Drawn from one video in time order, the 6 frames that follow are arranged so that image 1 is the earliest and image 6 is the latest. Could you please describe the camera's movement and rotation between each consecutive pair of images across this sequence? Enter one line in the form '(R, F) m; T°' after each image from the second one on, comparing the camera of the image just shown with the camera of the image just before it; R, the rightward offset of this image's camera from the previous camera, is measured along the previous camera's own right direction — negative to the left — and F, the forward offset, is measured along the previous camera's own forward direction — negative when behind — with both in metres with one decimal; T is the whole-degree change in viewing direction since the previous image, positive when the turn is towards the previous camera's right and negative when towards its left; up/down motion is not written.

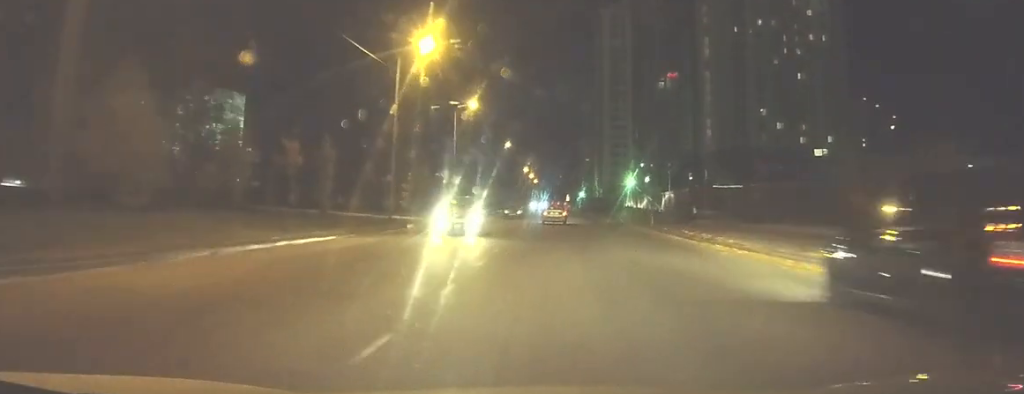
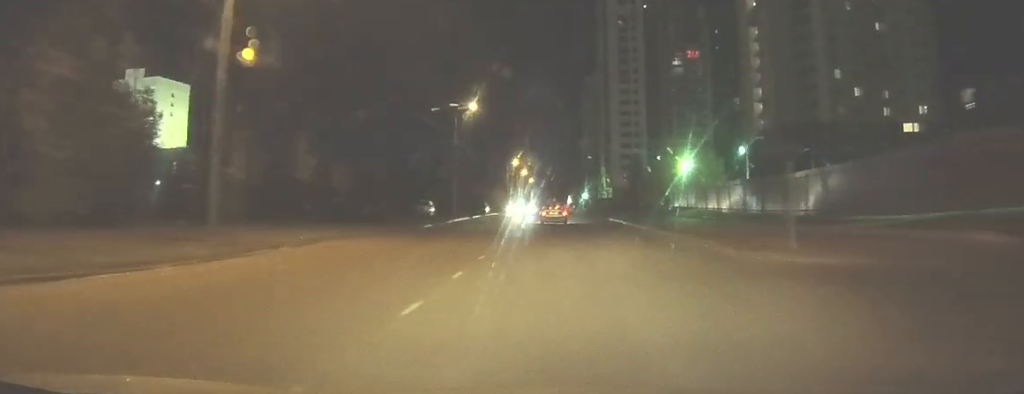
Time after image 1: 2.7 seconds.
(+0.3, +39.3) m; 0°
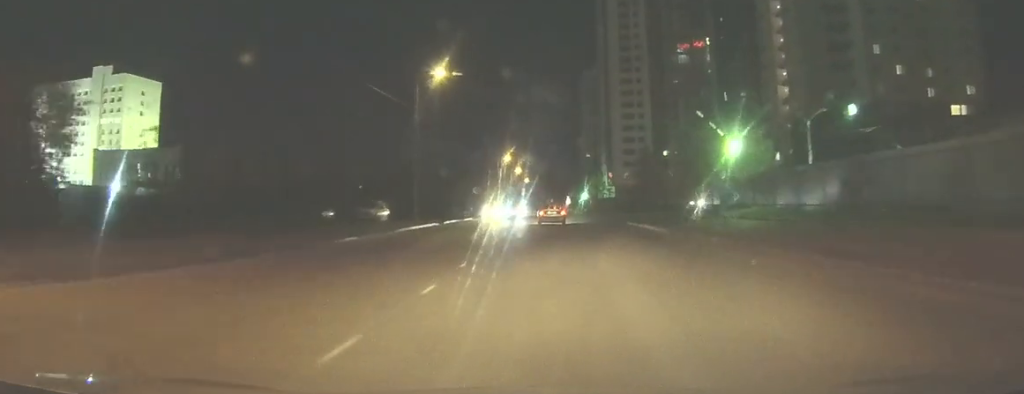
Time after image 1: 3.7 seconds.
(-0.2, +14.6) m; -1°
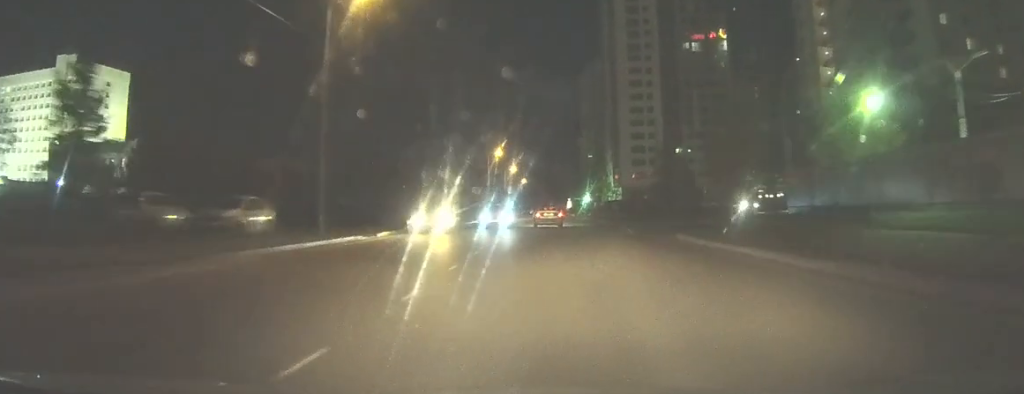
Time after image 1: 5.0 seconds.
(0.0, +16.9) m; 0°
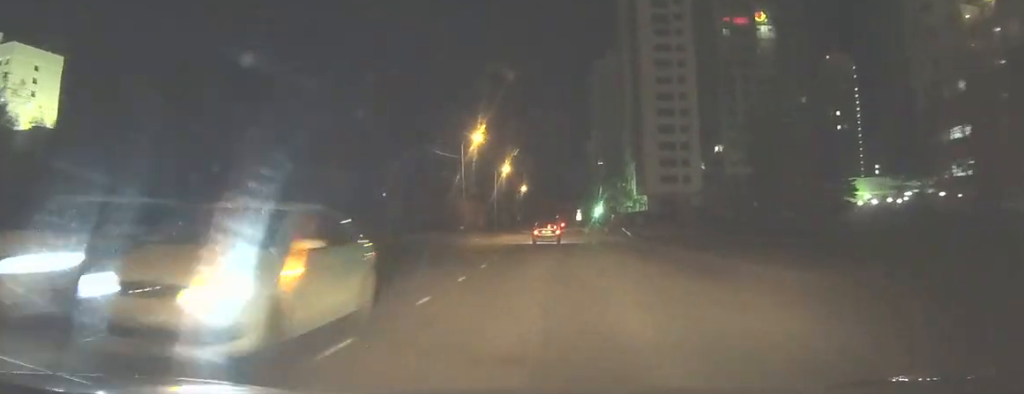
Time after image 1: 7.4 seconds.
(-0.1, +32.5) m; 0°
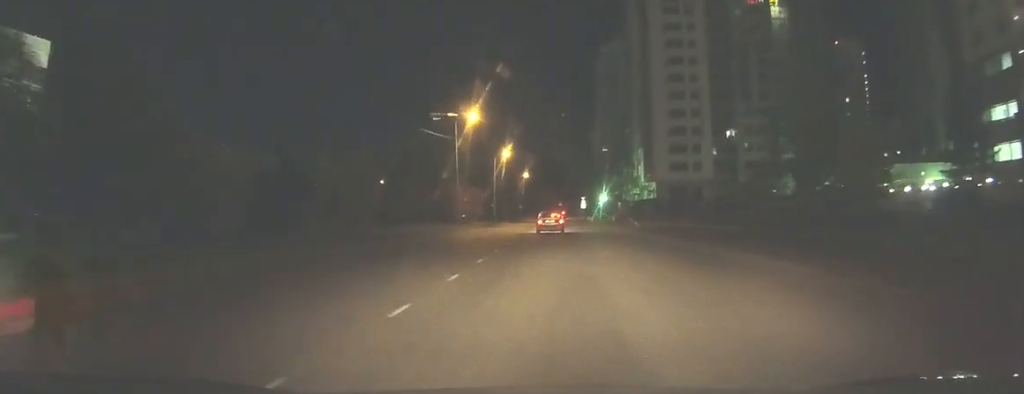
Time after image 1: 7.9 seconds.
(0.0, +6.2) m; 0°
